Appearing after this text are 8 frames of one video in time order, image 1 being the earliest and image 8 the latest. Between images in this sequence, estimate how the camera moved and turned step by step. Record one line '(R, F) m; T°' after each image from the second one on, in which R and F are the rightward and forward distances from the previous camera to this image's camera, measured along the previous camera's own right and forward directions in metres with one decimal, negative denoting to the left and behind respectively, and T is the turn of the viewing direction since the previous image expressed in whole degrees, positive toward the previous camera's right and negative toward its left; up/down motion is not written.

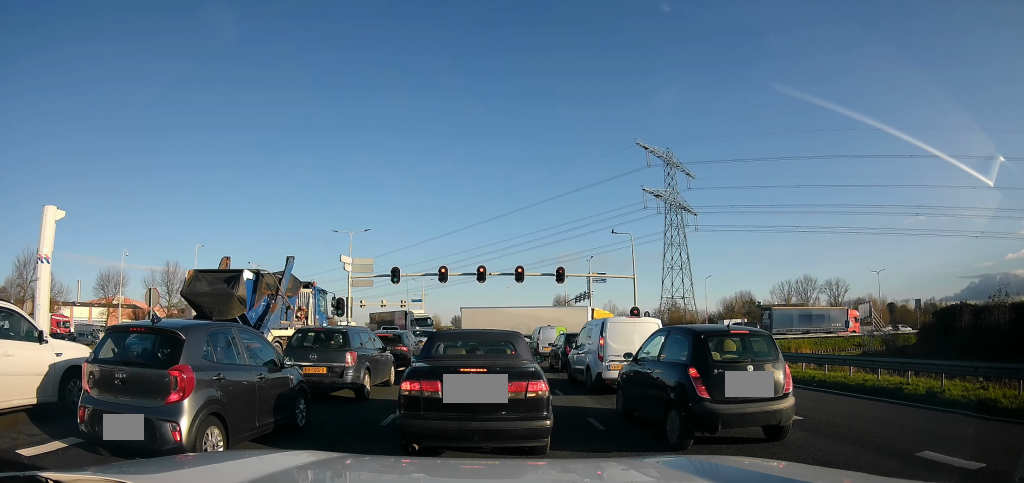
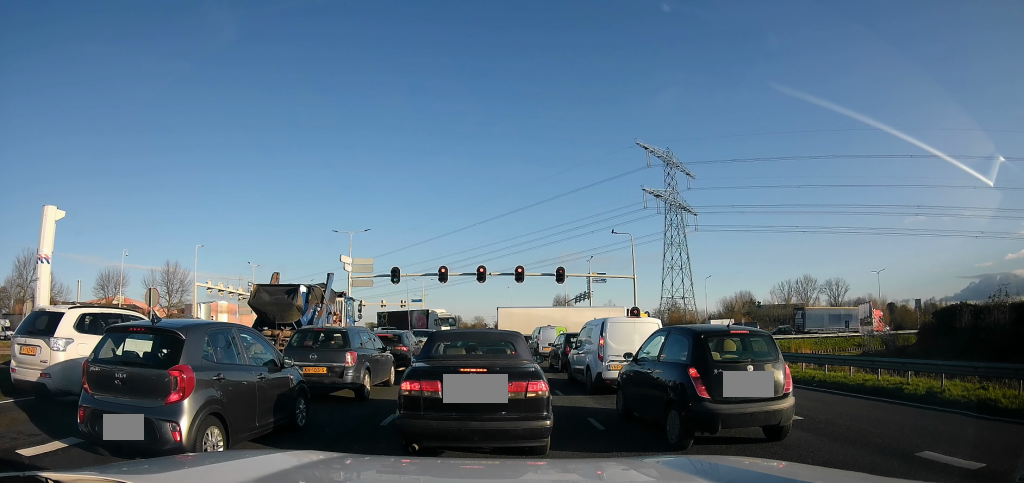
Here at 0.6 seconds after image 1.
(0.0, 0.0) m; 0°
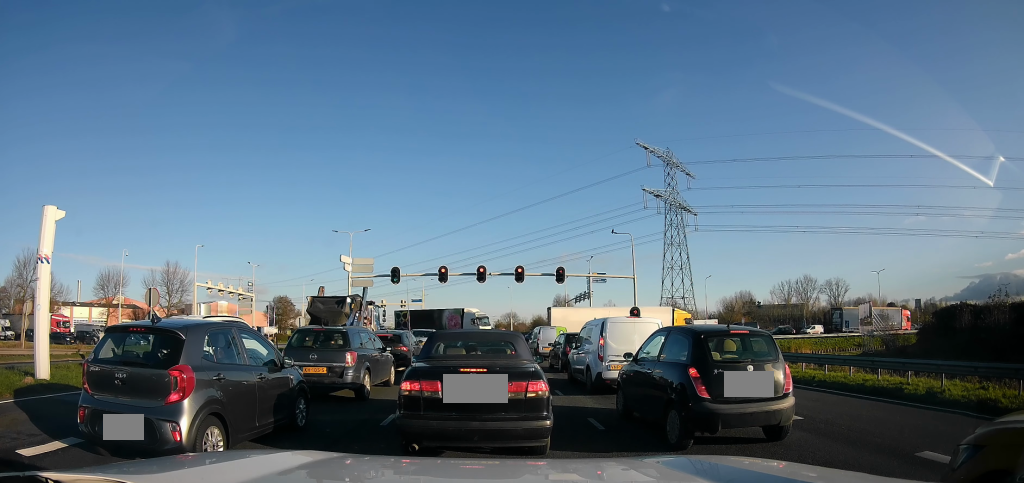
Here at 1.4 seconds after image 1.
(0.0, 0.0) m; 0°
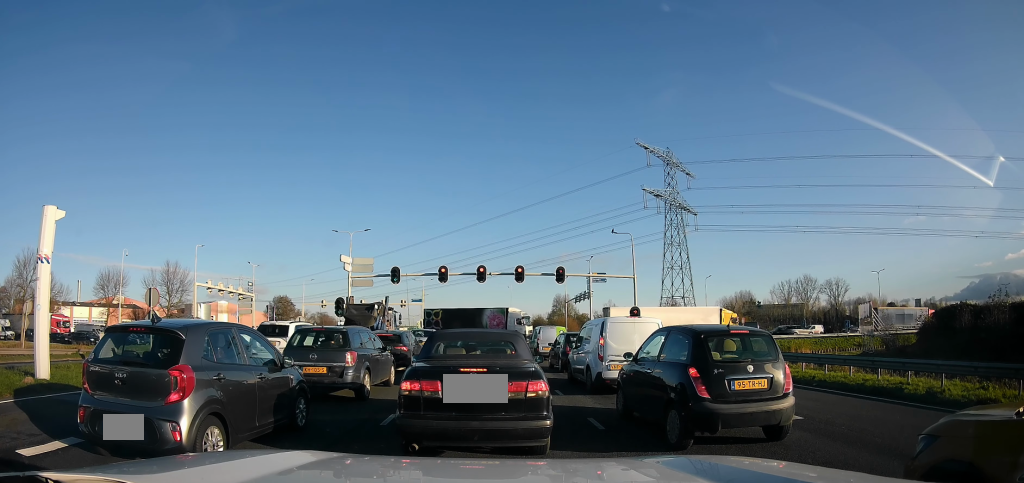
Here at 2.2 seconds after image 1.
(0.0, 0.0) m; 0°
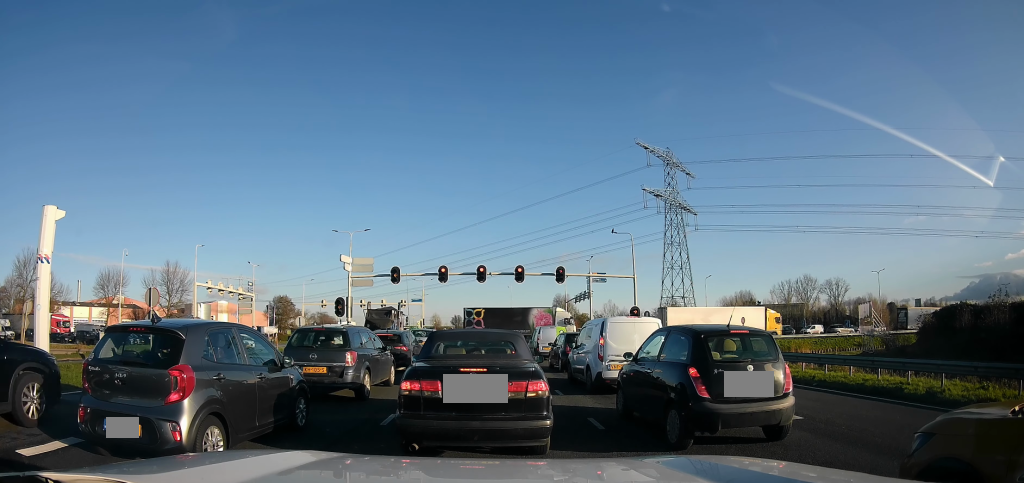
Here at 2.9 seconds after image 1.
(0.0, 0.0) m; 0°
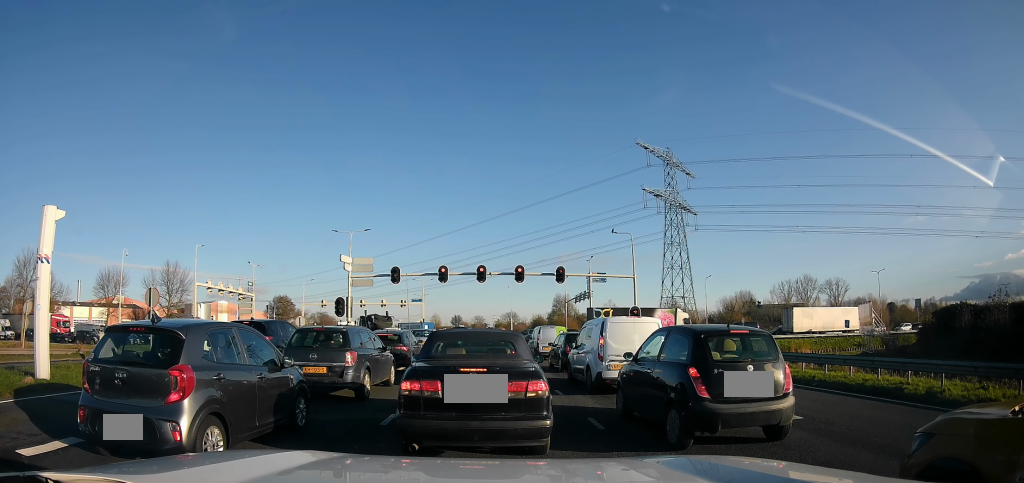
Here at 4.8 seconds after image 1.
(0.0, 0.0) m; 0°
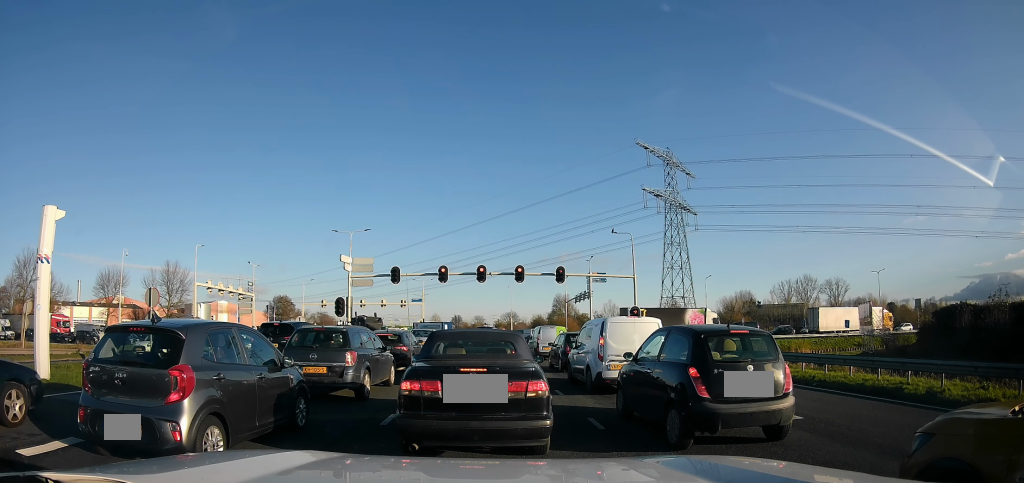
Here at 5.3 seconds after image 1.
(0.0, 0.0) m; 0°
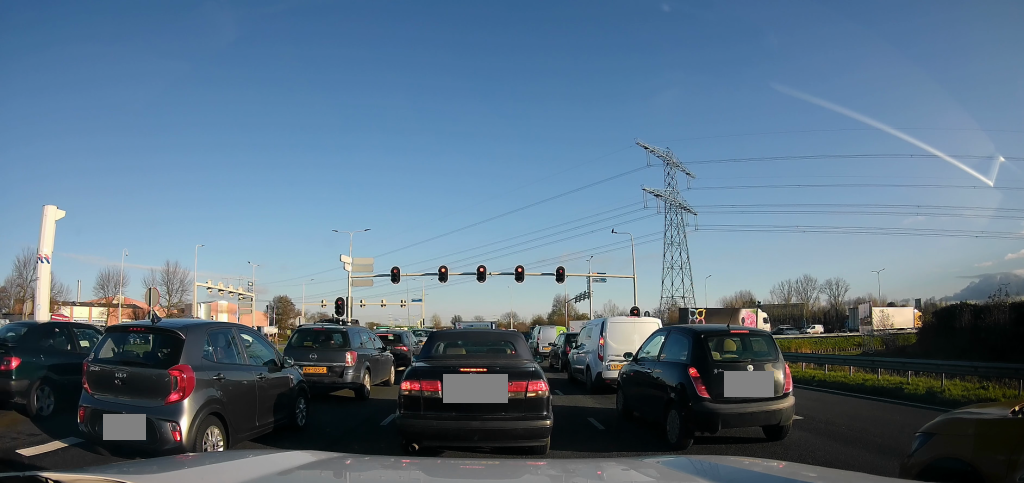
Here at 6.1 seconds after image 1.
(0.0, 0.0) m; 0°
